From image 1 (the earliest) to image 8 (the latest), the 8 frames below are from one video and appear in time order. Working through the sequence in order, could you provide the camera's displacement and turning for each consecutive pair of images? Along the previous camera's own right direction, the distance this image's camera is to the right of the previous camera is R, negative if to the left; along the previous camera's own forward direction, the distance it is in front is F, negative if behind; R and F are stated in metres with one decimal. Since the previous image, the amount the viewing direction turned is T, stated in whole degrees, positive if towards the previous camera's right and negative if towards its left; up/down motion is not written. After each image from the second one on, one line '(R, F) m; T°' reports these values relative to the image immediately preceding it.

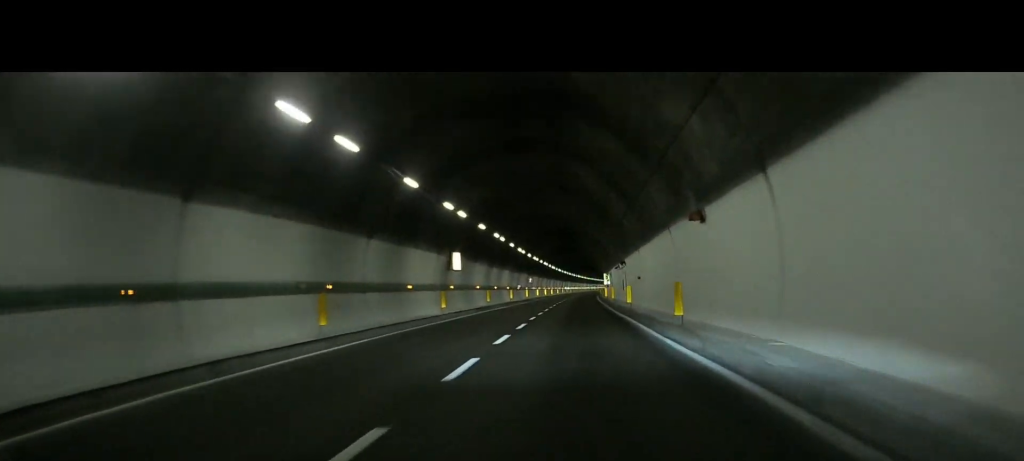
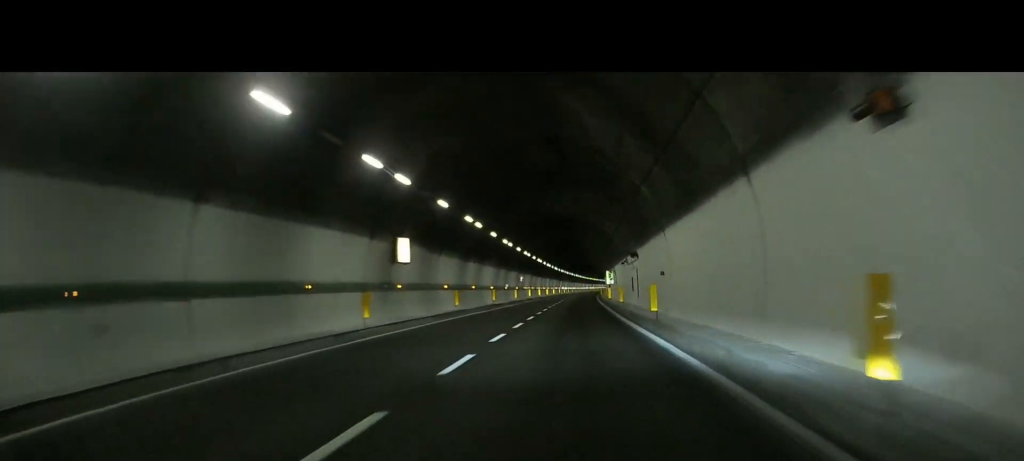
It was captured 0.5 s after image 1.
(0.0, +11.9) m; 0°
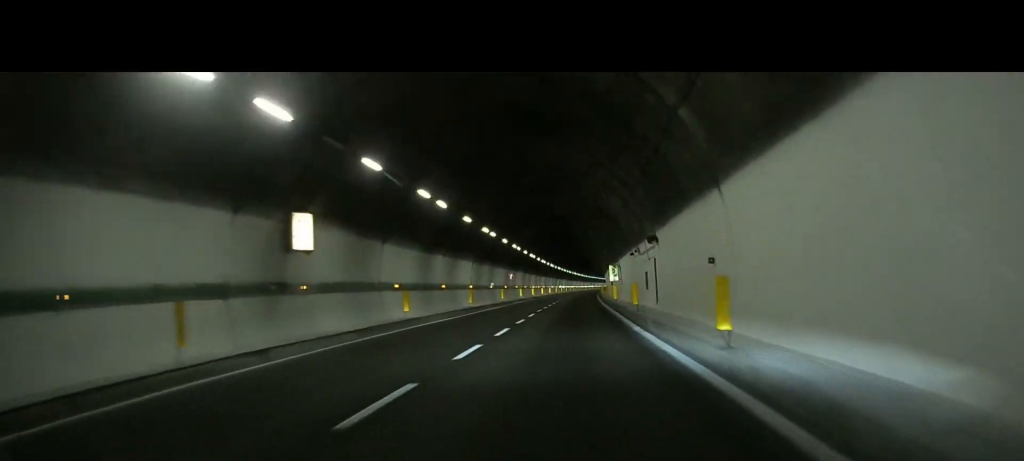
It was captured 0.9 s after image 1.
(0.0, +10.5) m; 0°
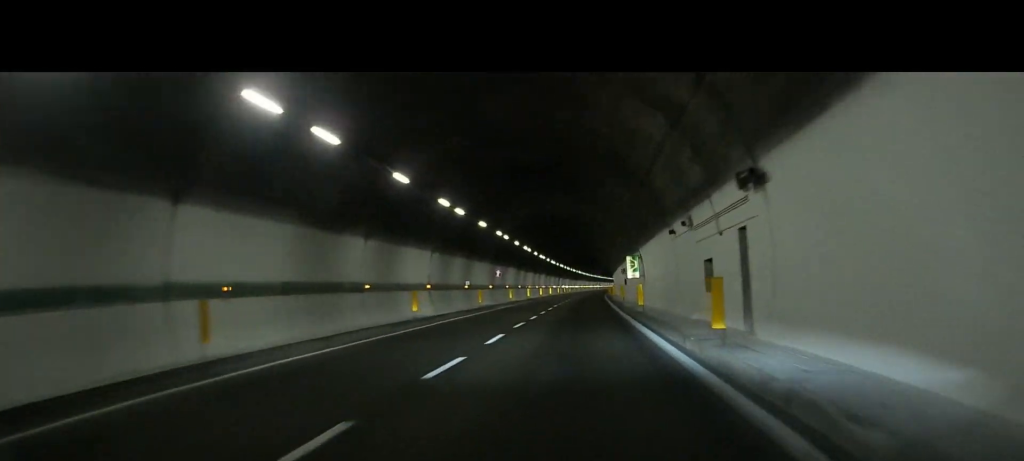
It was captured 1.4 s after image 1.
(0.0, +15.4) m; 0°
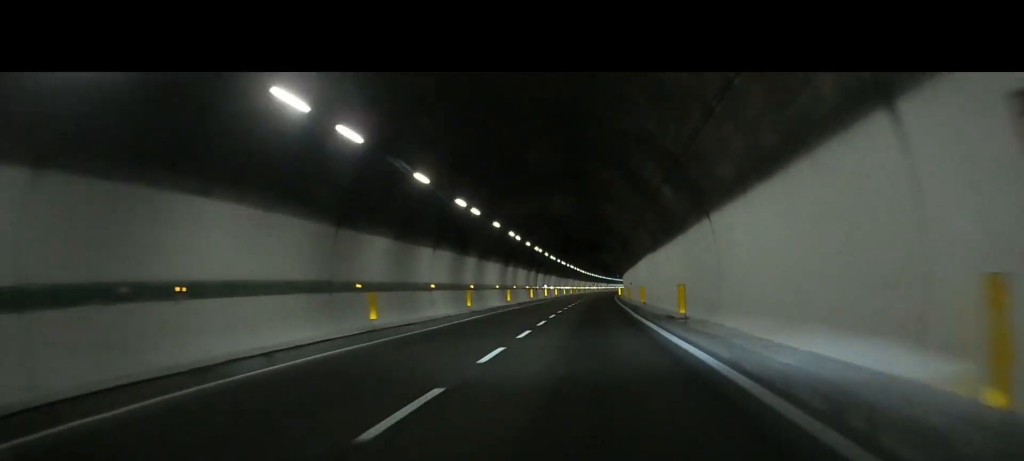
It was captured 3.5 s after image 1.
(0.0, +55.2) m; 0°
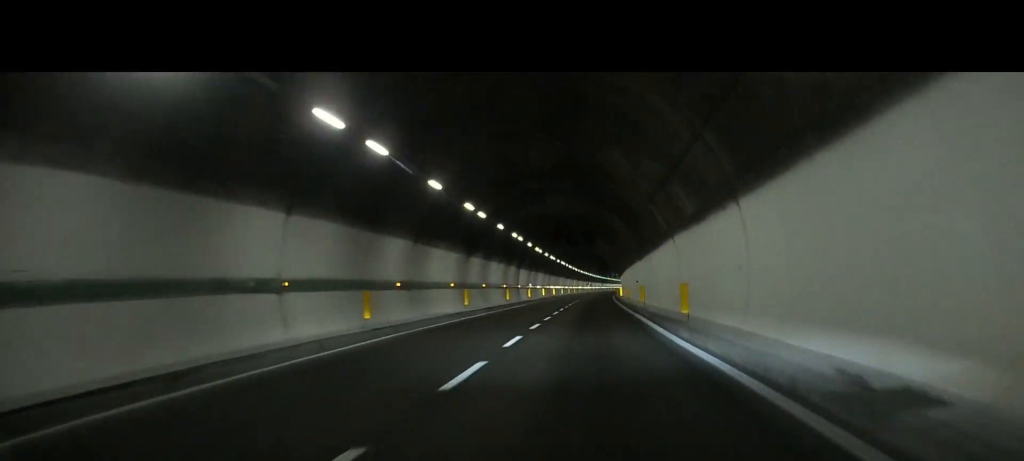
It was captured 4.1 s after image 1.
(0.0, +16.4) m; 0°
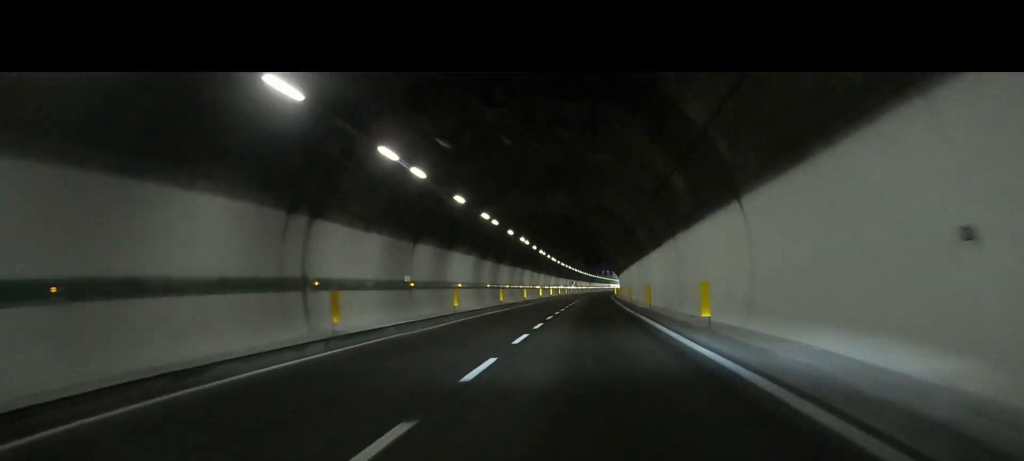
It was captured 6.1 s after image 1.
(0.0, +51.2) m; 0°
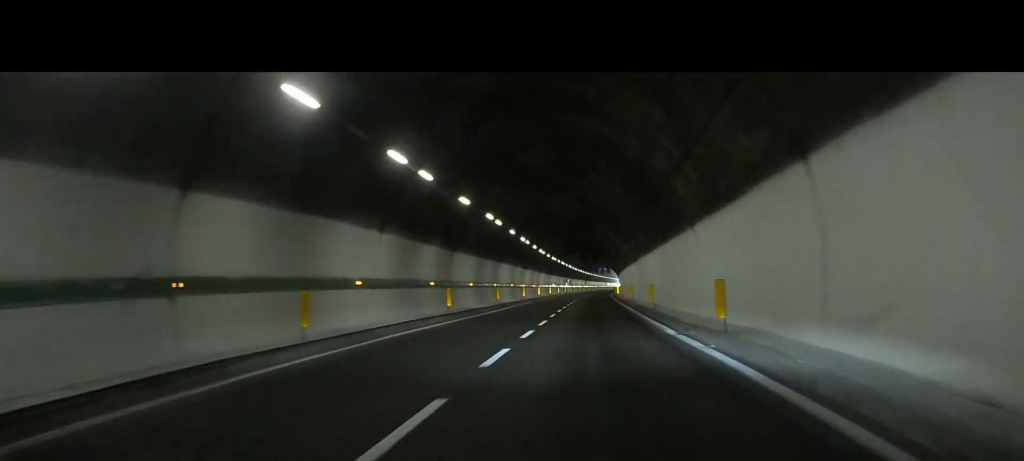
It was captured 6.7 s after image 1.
(0.0, +17.9) m; 0°
